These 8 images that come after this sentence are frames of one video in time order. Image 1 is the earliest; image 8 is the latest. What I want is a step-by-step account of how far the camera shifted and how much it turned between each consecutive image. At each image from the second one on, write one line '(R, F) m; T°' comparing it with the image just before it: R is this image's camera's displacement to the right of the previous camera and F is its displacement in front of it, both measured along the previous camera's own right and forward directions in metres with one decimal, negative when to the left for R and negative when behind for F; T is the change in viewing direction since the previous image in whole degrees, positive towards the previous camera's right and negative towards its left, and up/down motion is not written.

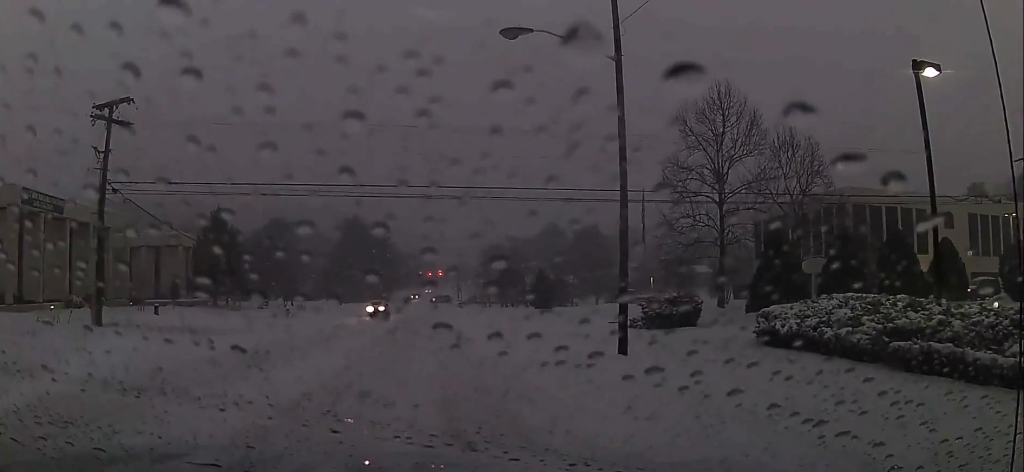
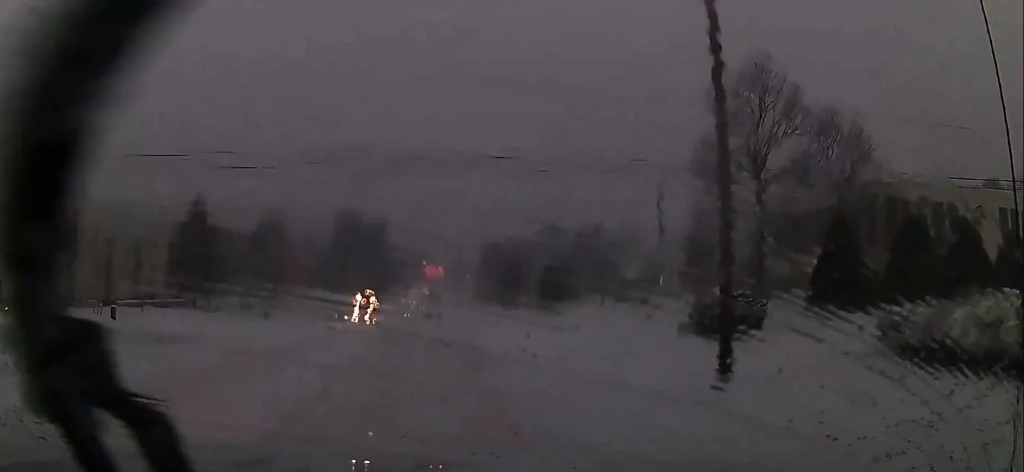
(0.0, +6.4) m; 0°
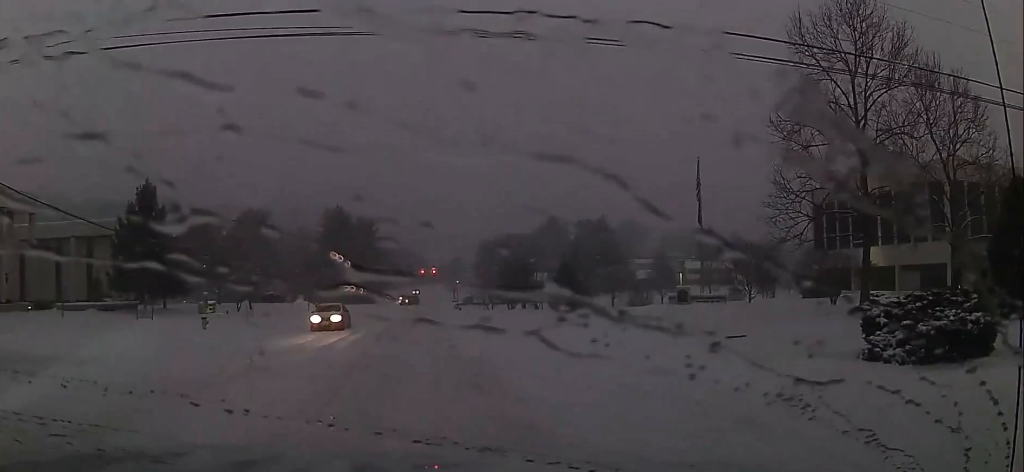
(+0.2, +11.8) m; 0°
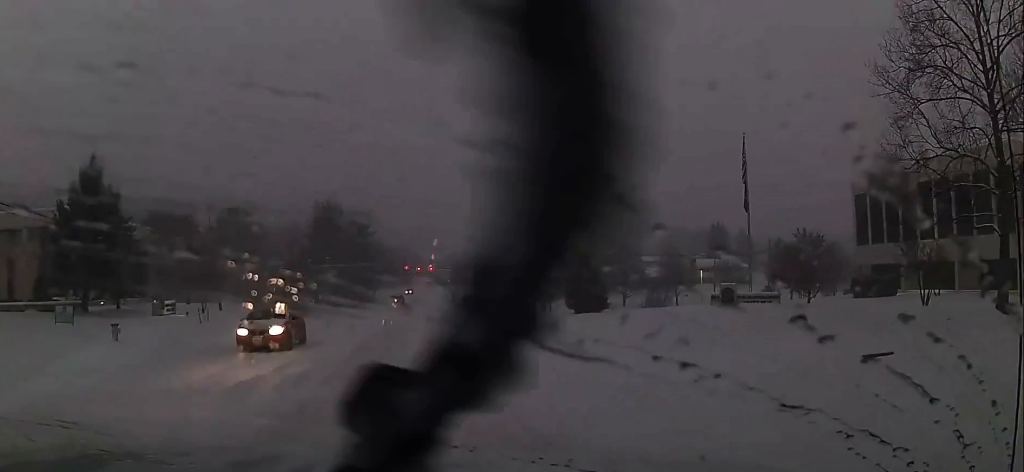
(-0.1, +9.4) m; +1°
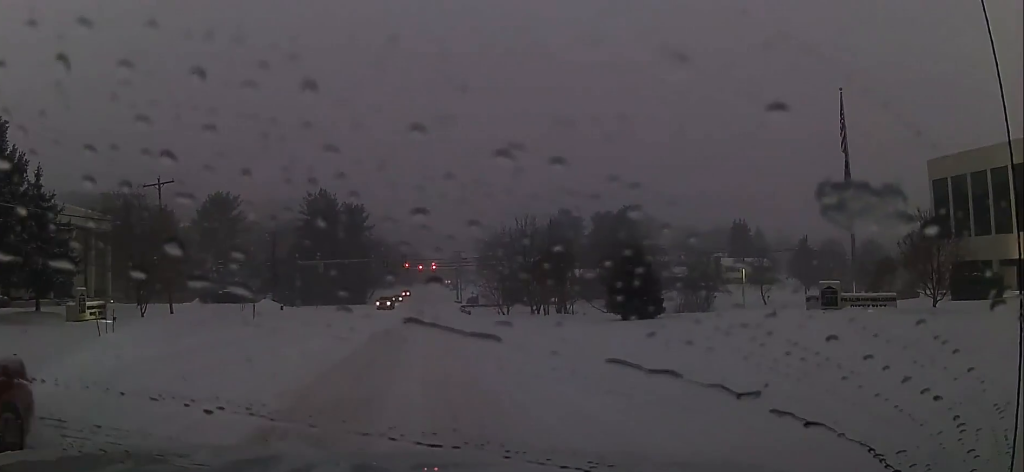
(+0.3, +12.8) m; 0°
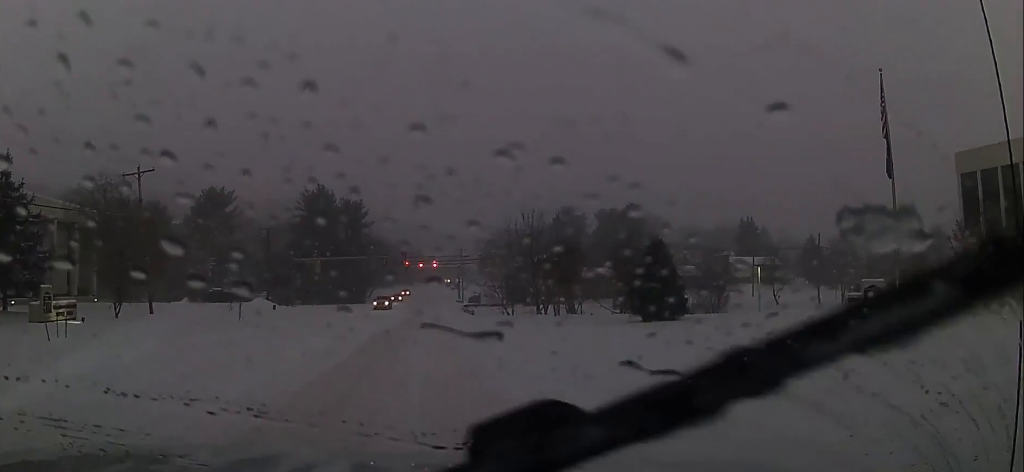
(-0.1, +3.9) m; -1°
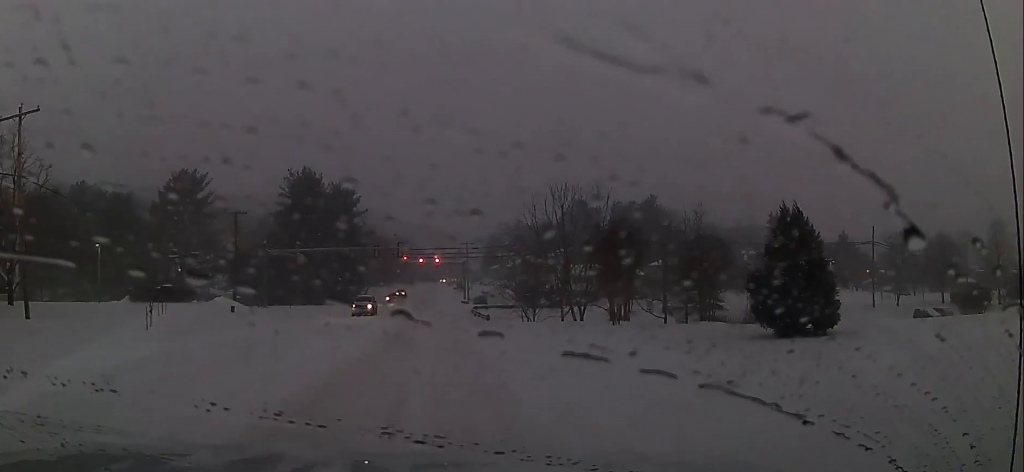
(-0.1, +15.3) m; -1°
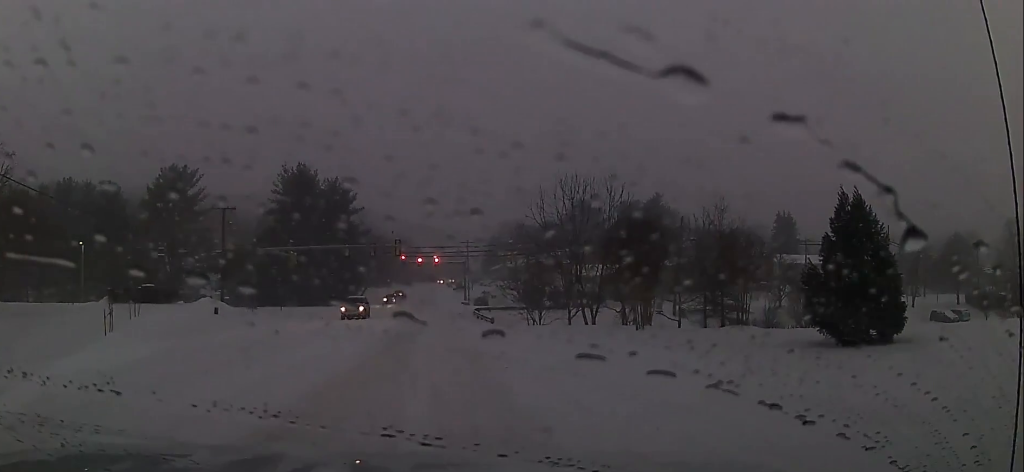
(0.0, +4.1) m; 0°
